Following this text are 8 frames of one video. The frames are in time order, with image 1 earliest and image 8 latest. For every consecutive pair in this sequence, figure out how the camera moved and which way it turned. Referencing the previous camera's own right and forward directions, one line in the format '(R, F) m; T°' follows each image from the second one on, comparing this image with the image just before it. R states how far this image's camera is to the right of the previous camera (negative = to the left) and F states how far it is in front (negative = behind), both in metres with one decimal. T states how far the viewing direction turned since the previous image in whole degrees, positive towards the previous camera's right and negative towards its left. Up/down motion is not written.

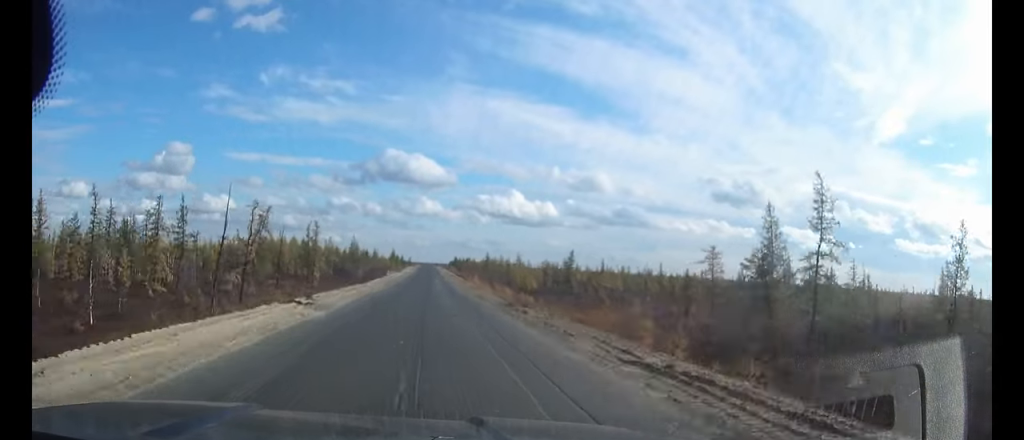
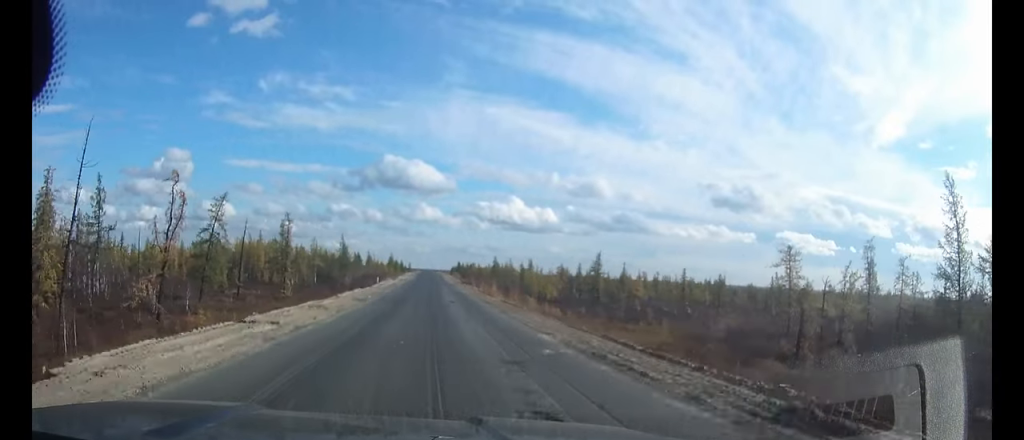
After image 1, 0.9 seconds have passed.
(0.0, +21.6) m; 0°
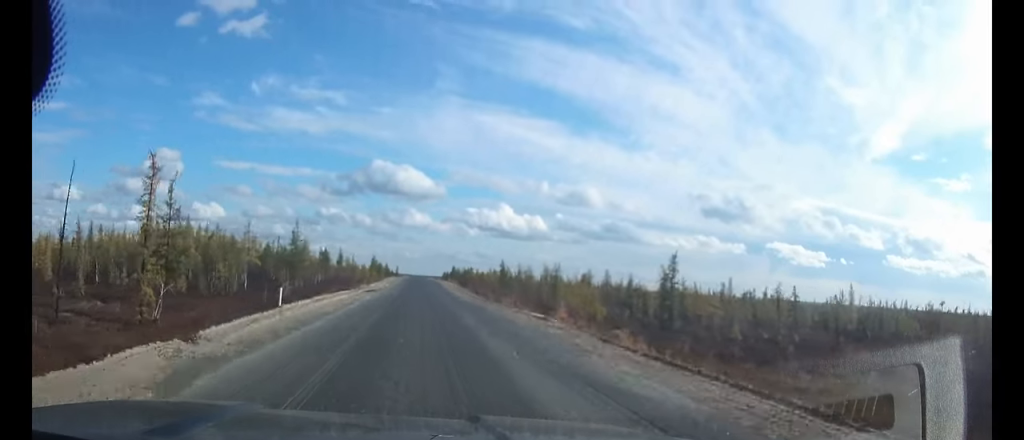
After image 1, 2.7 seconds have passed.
(+0.3, +40.3) m; +1°
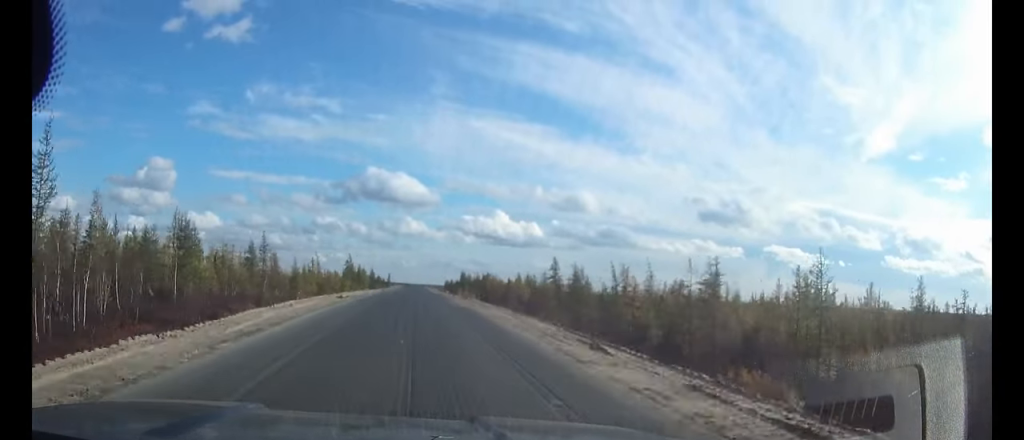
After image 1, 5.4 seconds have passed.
(+0.1, +62.7) m; 0°
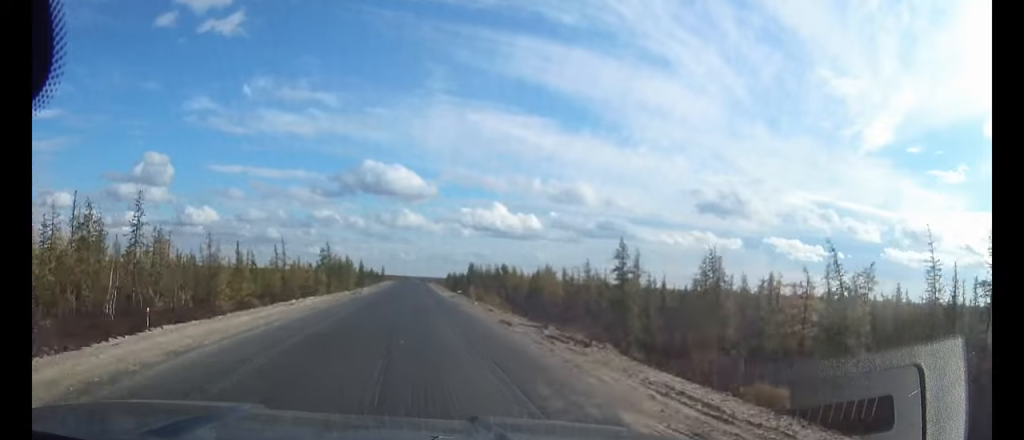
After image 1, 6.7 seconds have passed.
(0.0, +30.9) m; 0°
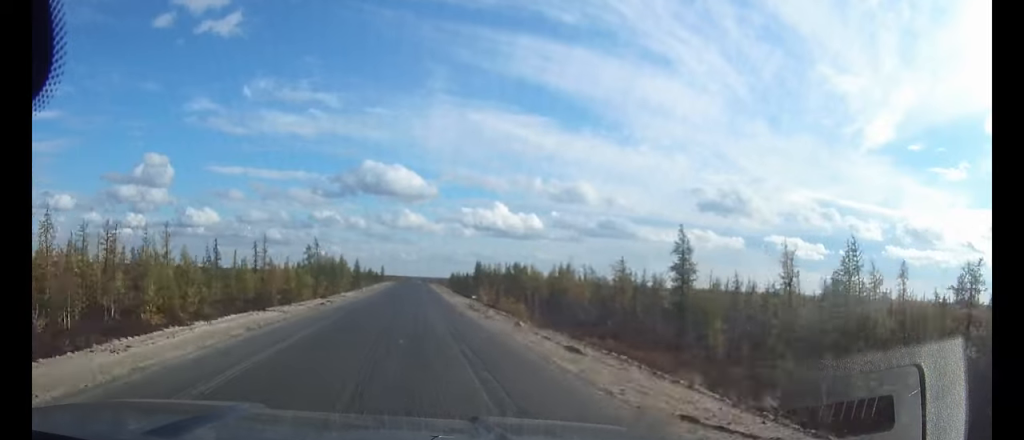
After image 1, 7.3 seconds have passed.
(0.0, +13.2) m; 0°
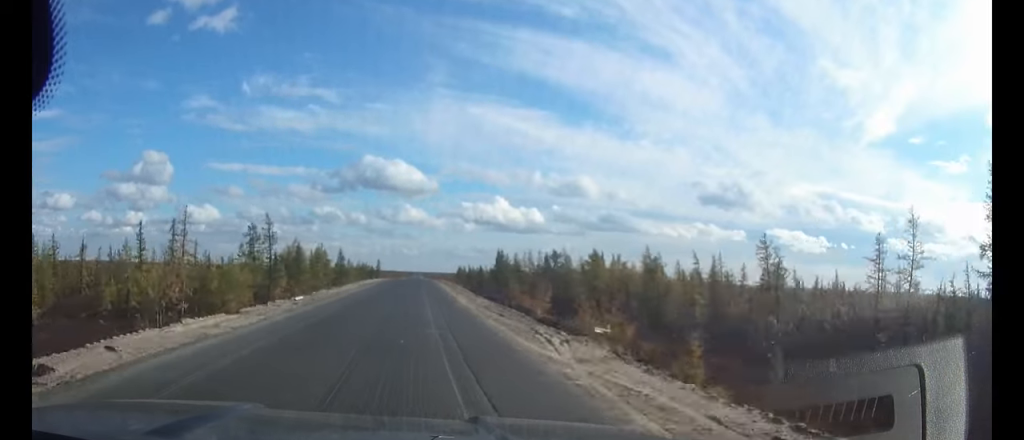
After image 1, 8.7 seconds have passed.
(-0.1, +31.3) m; 0°
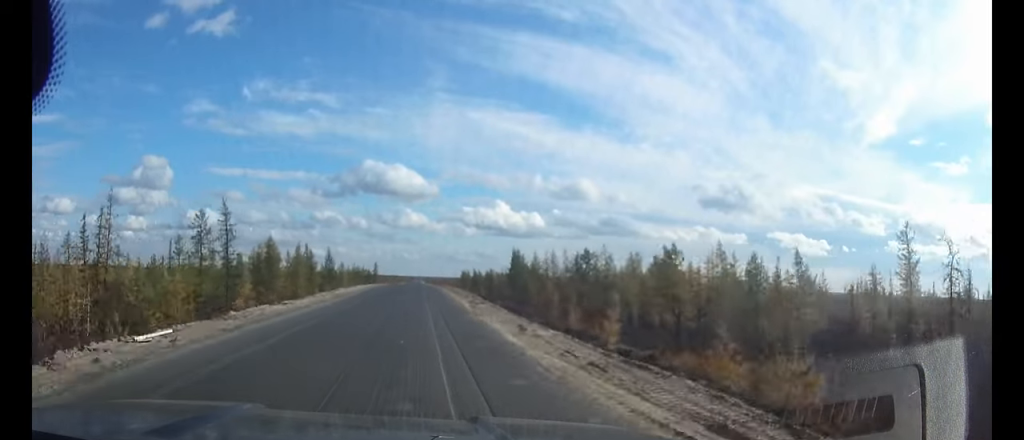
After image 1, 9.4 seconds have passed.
(0.0, +15.6) m; 0°
